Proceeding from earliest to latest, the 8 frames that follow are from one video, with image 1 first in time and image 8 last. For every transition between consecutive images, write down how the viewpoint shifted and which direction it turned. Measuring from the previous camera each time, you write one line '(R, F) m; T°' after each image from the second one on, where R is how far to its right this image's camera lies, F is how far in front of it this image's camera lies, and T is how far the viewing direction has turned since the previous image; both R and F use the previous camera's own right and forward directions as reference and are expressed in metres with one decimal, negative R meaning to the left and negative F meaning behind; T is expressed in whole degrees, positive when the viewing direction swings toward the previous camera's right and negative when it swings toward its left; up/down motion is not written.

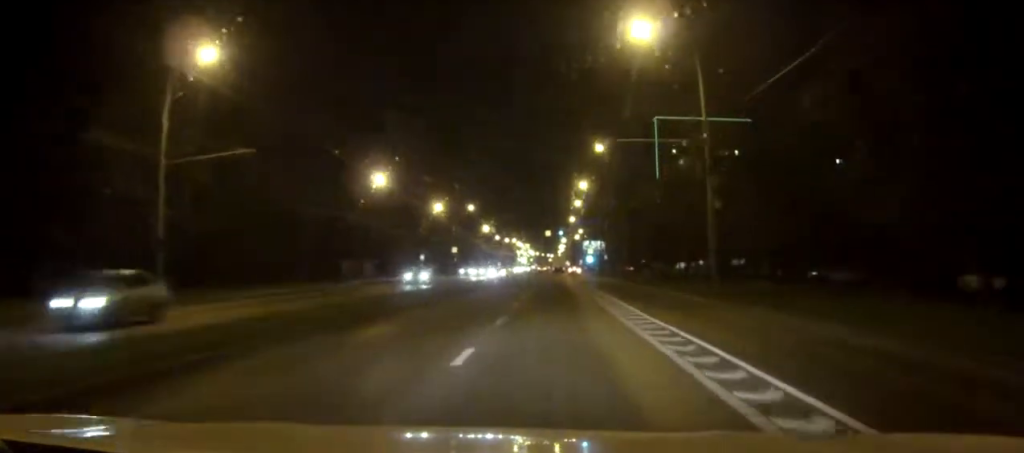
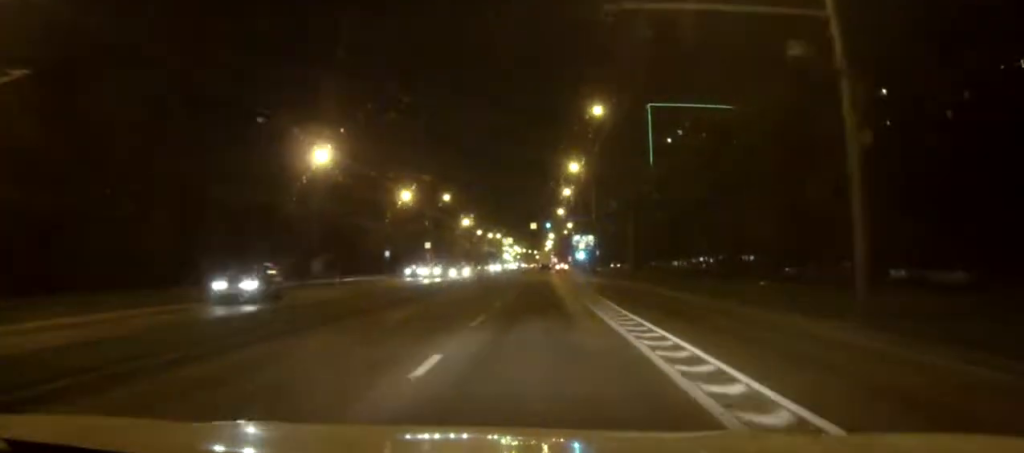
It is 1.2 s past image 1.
(+0.1, +16.6) m; 0°
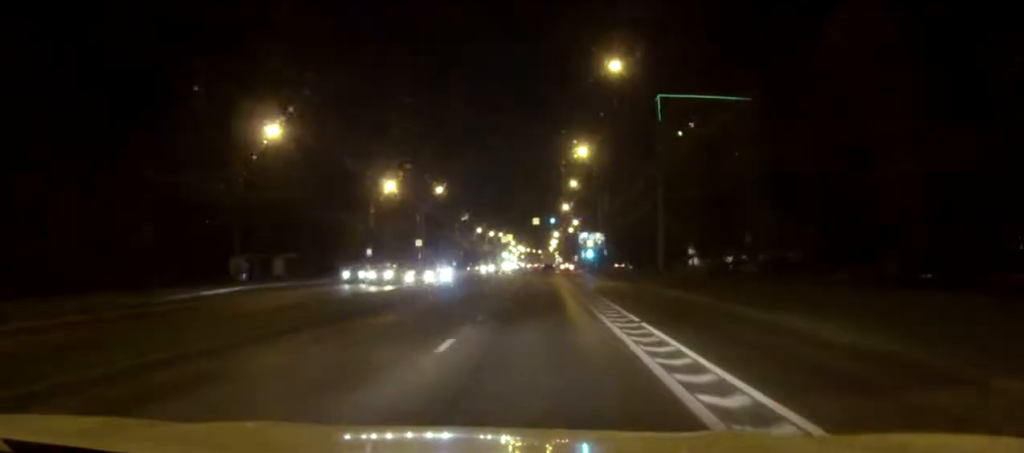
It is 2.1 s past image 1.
(0.0, +12.6) m; 0°
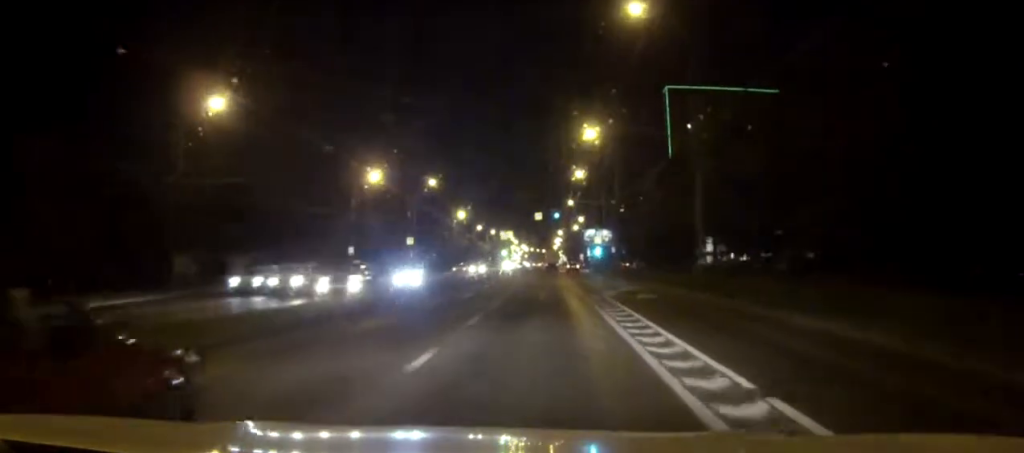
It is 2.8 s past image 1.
(0.0, +9.6) m; 0°
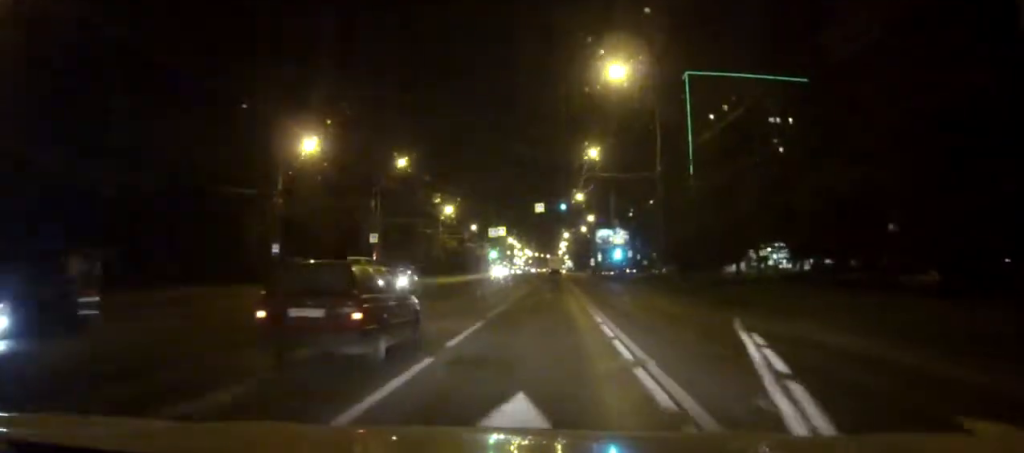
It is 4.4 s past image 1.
(0.0, +22.1) m; 0°
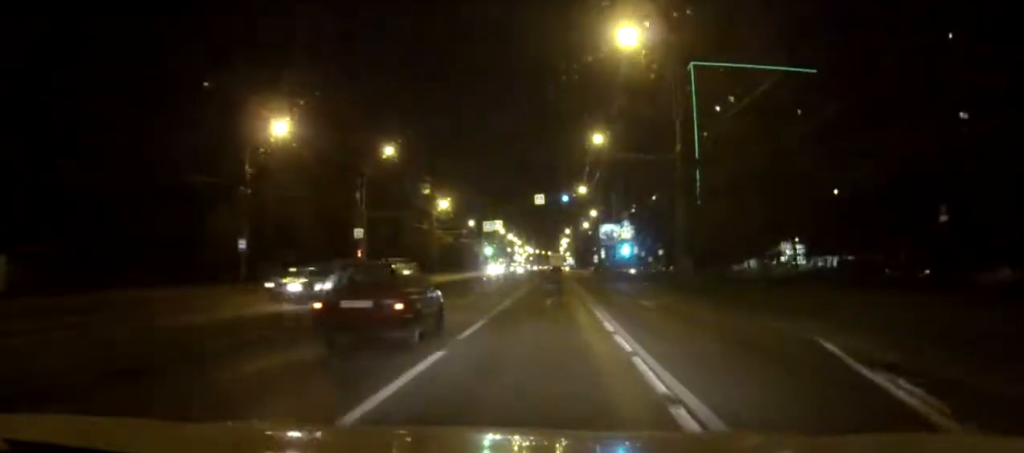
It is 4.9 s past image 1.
(0.0, +6.0) m; 0°
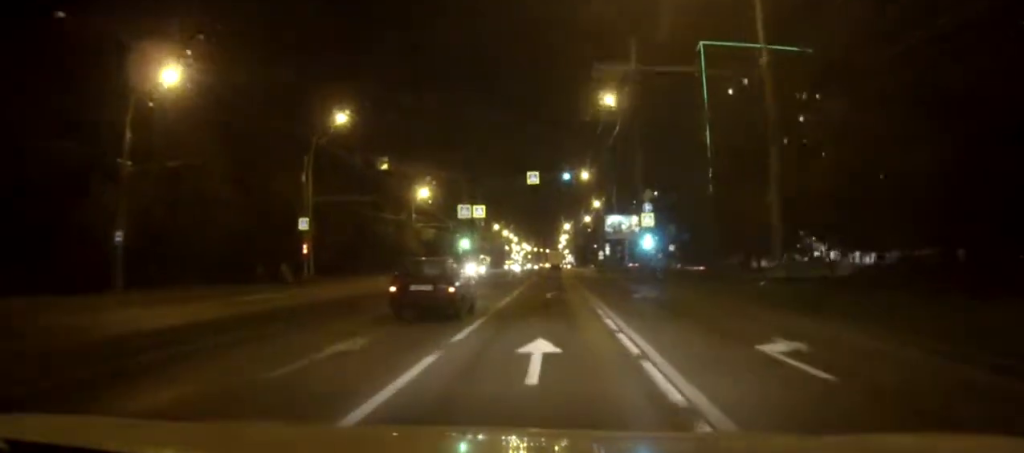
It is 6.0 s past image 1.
(0.0, +13.4) m; 0°
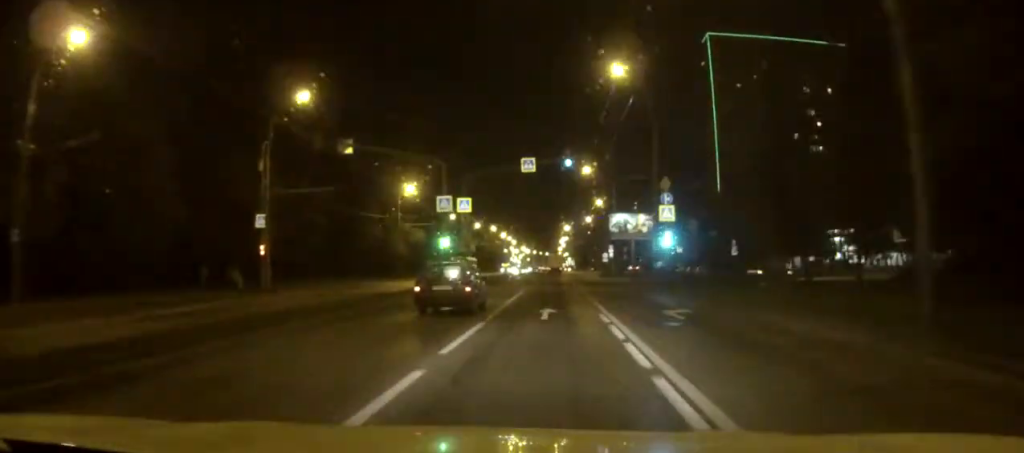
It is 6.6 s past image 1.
(0.0, +7.4) m; 0°
